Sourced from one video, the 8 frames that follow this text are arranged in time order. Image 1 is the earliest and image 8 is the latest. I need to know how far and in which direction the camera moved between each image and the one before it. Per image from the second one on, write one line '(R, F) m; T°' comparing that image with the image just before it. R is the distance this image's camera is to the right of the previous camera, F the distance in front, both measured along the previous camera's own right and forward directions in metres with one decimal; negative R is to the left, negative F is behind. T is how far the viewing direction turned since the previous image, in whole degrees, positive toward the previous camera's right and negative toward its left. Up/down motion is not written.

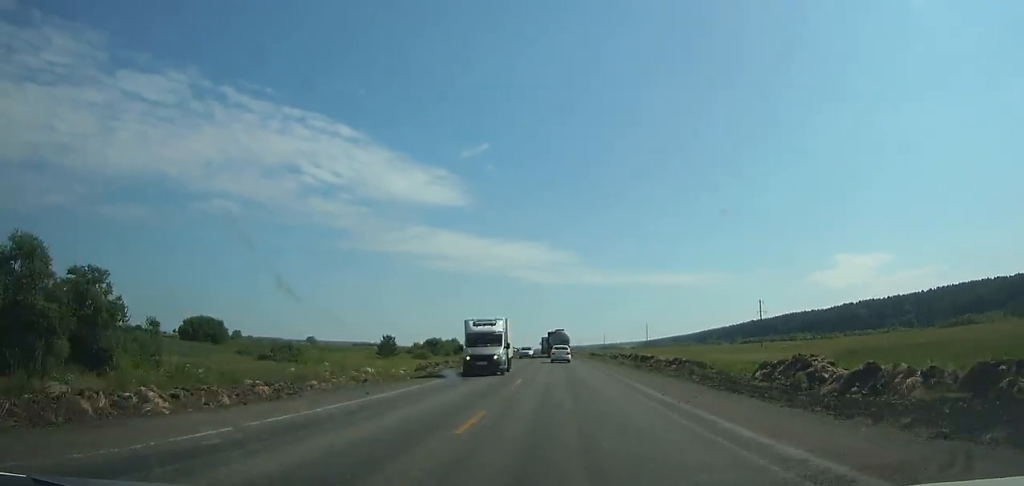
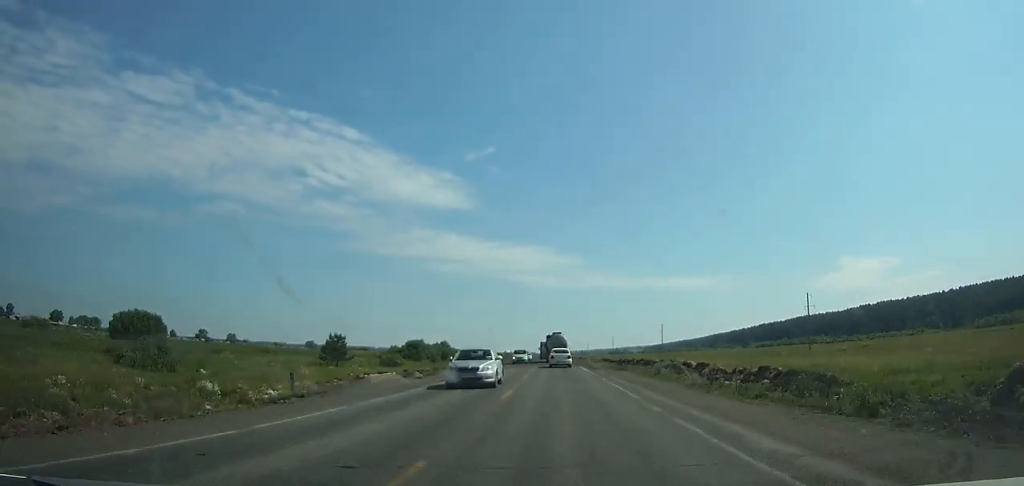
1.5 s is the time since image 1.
(-0.1, +28.2) m; -1°
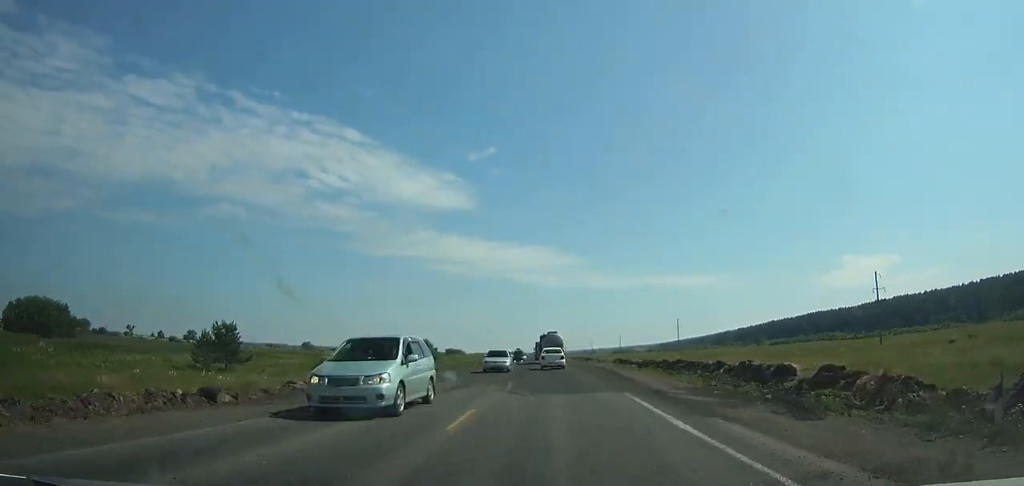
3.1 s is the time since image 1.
(-0.1, +29.5) m; -1°
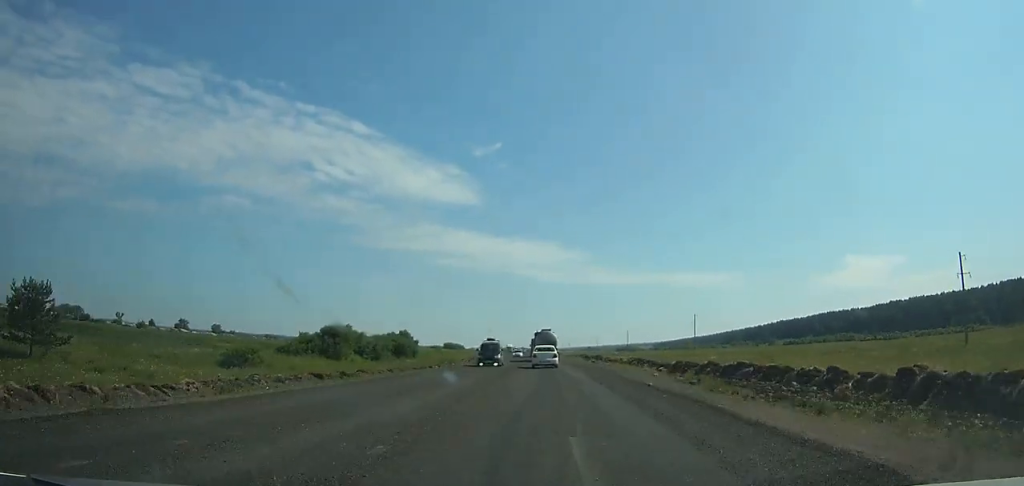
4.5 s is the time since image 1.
(-0.1, +25.2) m; 0°
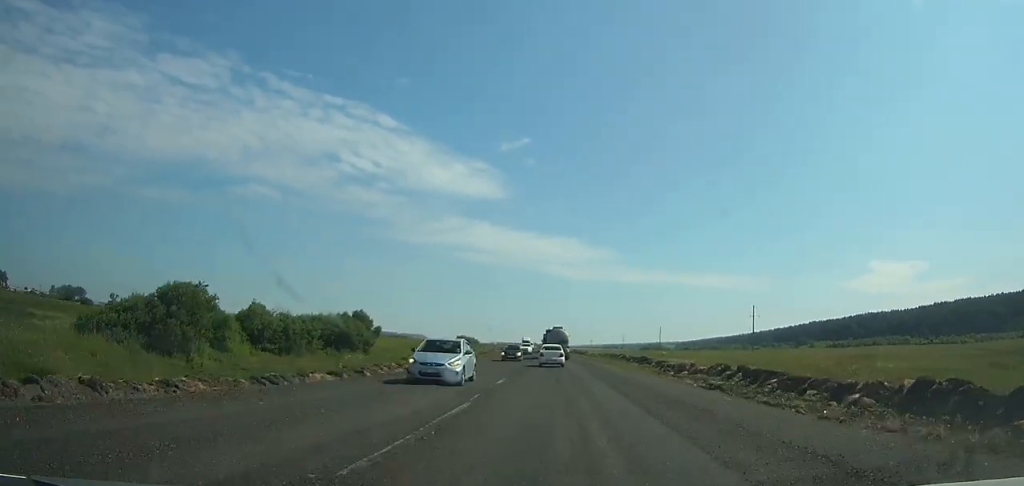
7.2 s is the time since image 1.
(-0.4, +47.1) m; -1°
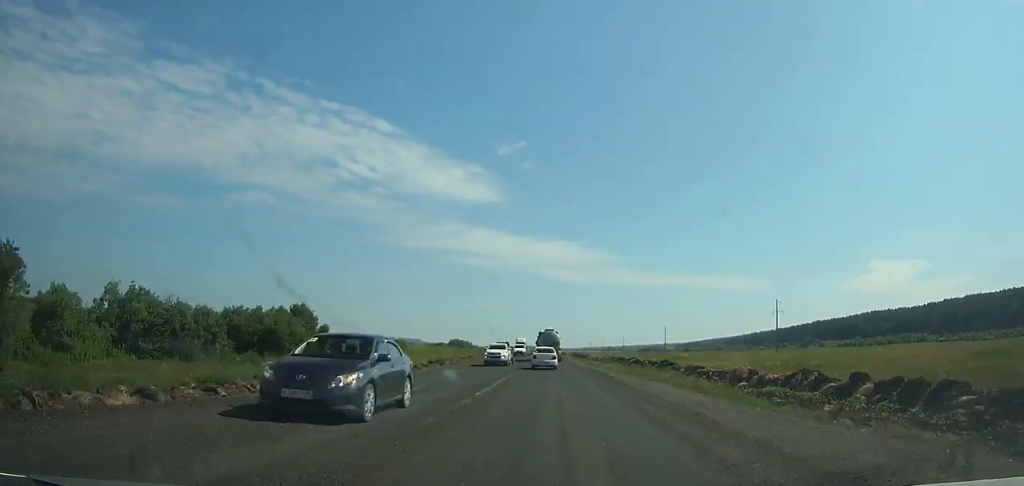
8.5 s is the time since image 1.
(-0.1, +22.0) m; -1°
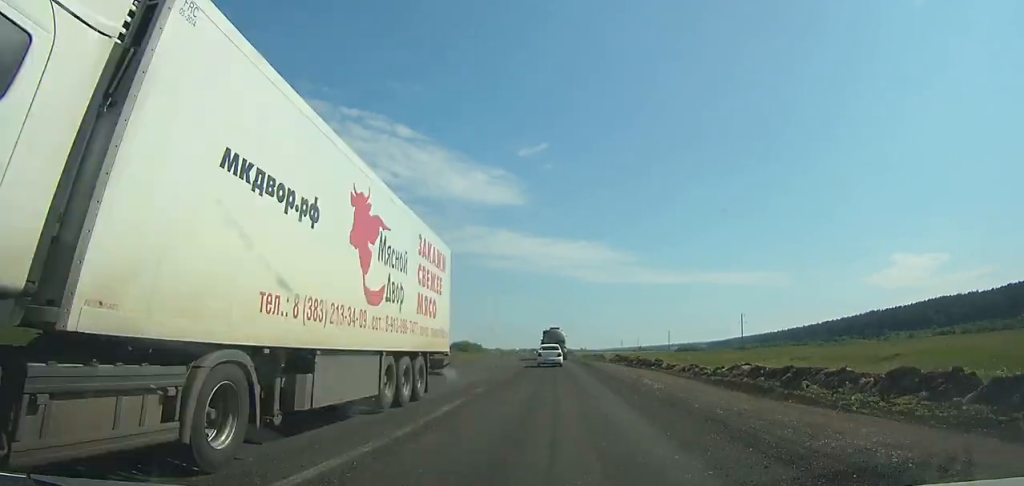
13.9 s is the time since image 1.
(-1.7, +89.2) m; -2°
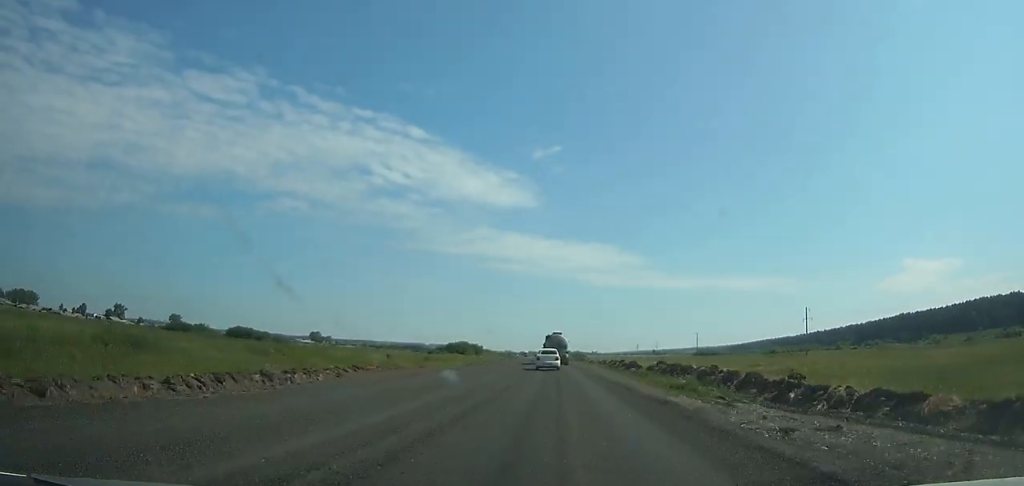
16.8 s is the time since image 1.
(-0.4, +46.7) m; -1°
